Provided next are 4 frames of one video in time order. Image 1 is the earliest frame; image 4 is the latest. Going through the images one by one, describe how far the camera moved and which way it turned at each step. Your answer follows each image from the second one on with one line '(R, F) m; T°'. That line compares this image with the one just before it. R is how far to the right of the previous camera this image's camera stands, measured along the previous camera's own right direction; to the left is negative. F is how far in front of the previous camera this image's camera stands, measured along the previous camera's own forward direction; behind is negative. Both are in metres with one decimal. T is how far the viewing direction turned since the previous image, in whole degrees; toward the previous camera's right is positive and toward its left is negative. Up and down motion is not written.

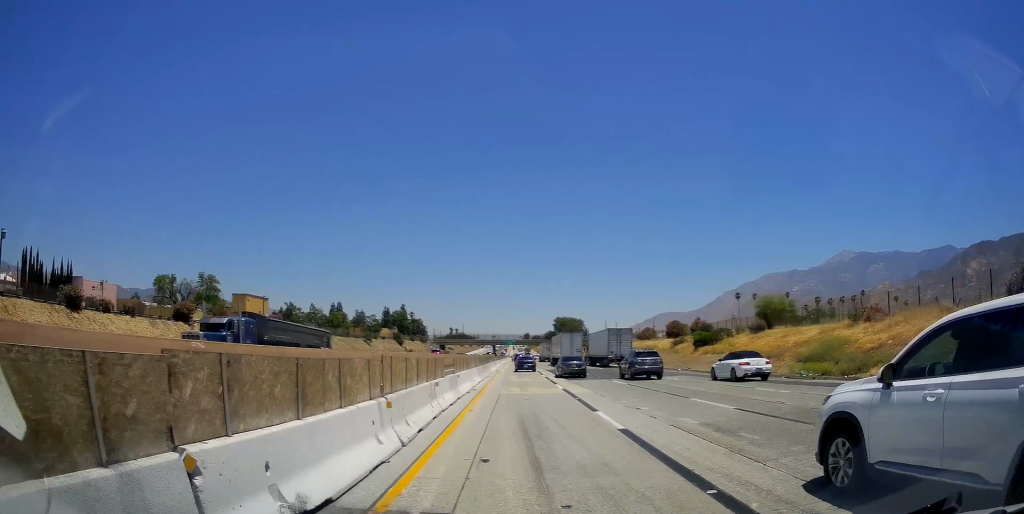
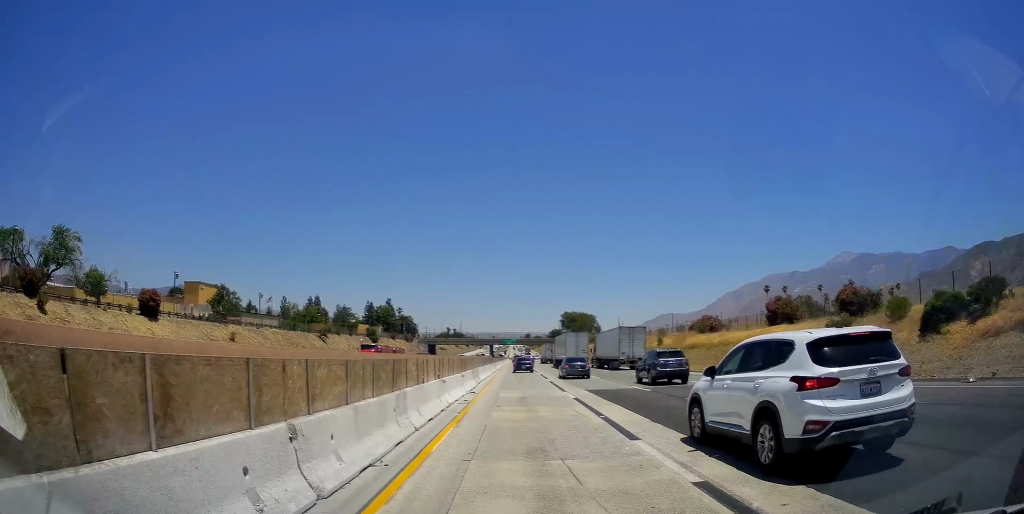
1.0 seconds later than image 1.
(0.0, +33.2) m; 0°
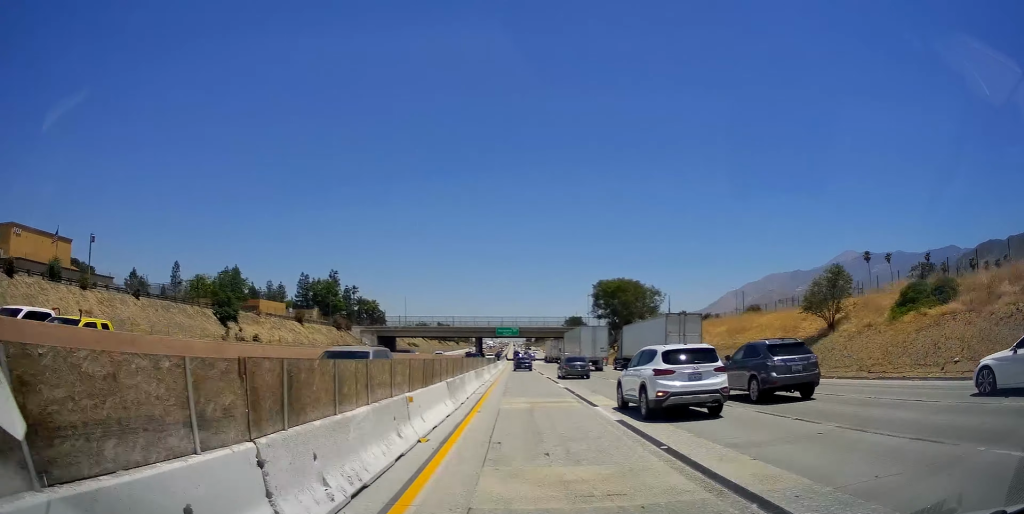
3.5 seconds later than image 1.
(0.0, +81.3) m; 0°
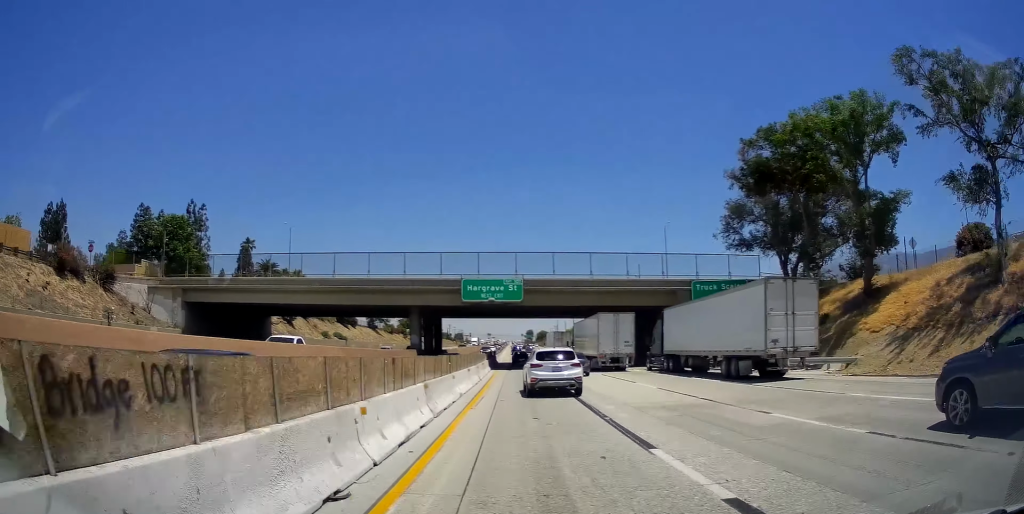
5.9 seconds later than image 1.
(0.0, +79.9) m; 0°
